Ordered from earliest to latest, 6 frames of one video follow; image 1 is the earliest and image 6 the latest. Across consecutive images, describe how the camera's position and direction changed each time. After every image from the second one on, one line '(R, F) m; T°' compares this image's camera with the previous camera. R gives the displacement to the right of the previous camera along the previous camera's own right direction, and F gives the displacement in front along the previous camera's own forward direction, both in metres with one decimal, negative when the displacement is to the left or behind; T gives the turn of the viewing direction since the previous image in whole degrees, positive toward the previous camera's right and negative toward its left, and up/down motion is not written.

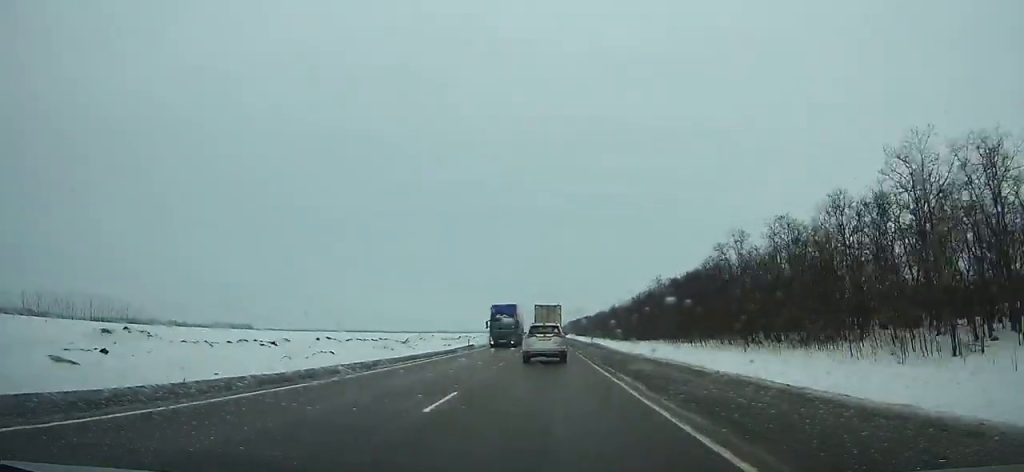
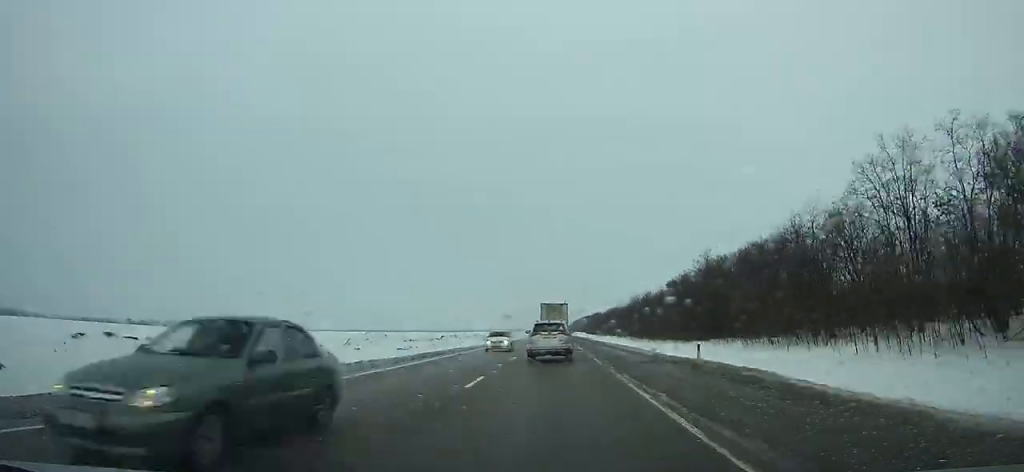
(-0.2, +43.4) m; 0°
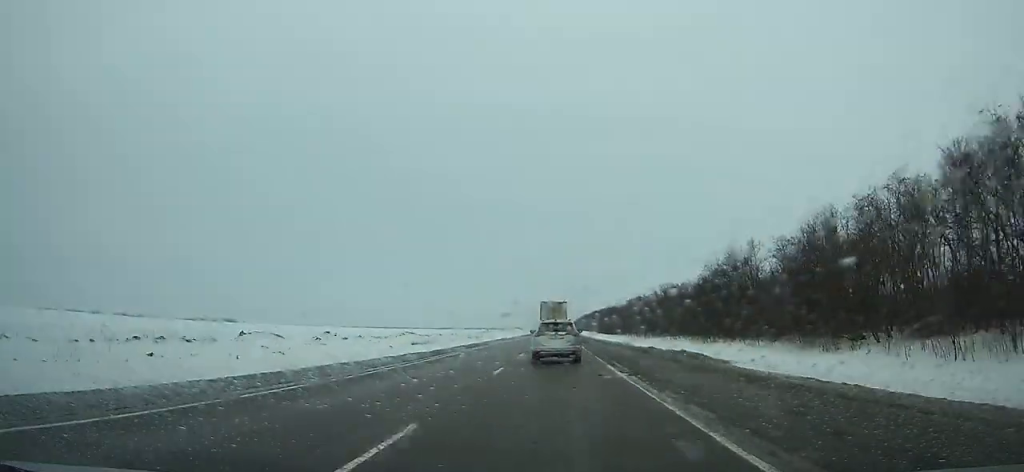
(+0.2, +102.8) m; 0°
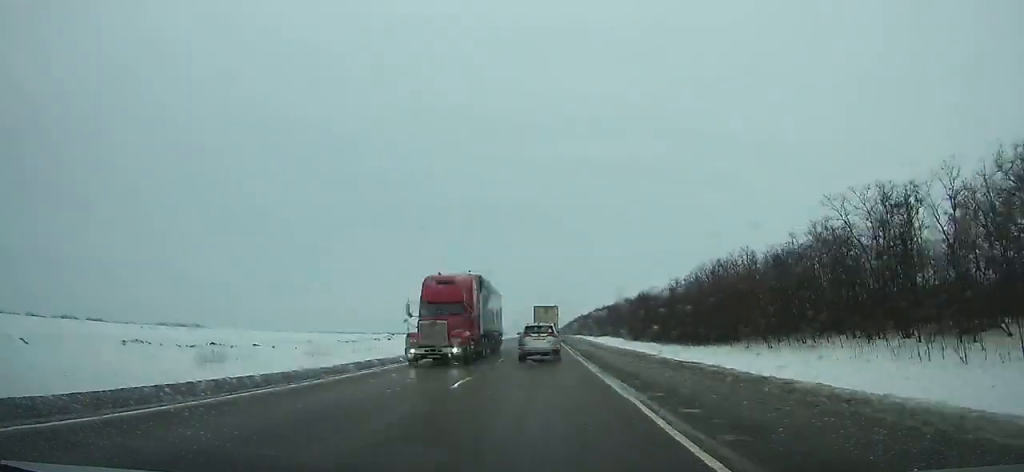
(-0.3, +137.8) m; 0°
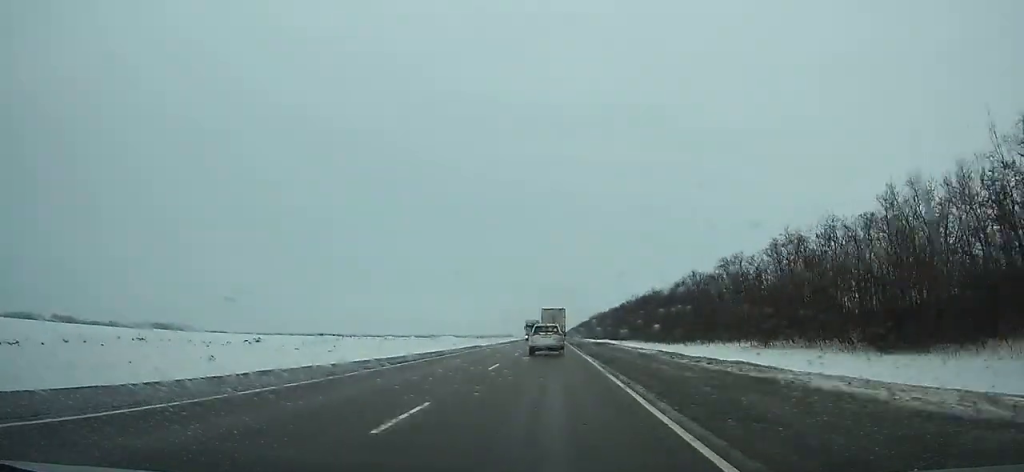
(-0.3, +124.3) m; 0°
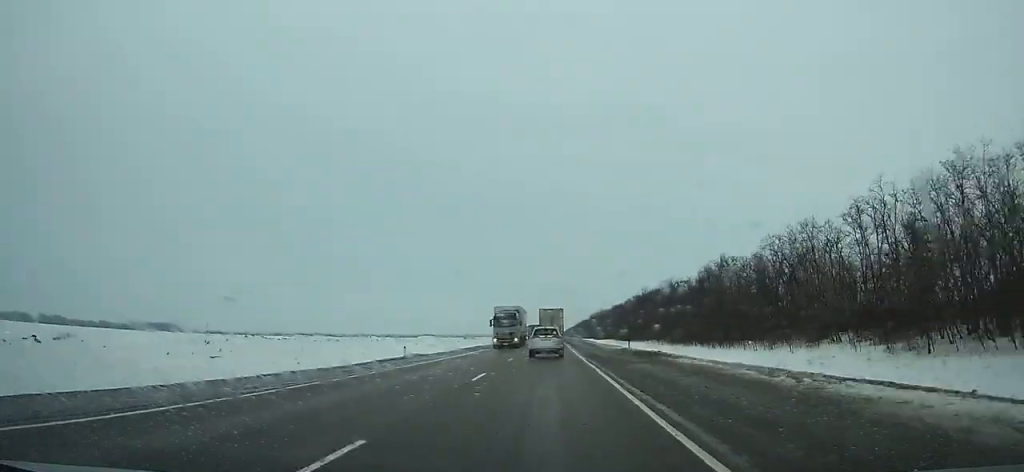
(0.0, +27.6) m; 0°
